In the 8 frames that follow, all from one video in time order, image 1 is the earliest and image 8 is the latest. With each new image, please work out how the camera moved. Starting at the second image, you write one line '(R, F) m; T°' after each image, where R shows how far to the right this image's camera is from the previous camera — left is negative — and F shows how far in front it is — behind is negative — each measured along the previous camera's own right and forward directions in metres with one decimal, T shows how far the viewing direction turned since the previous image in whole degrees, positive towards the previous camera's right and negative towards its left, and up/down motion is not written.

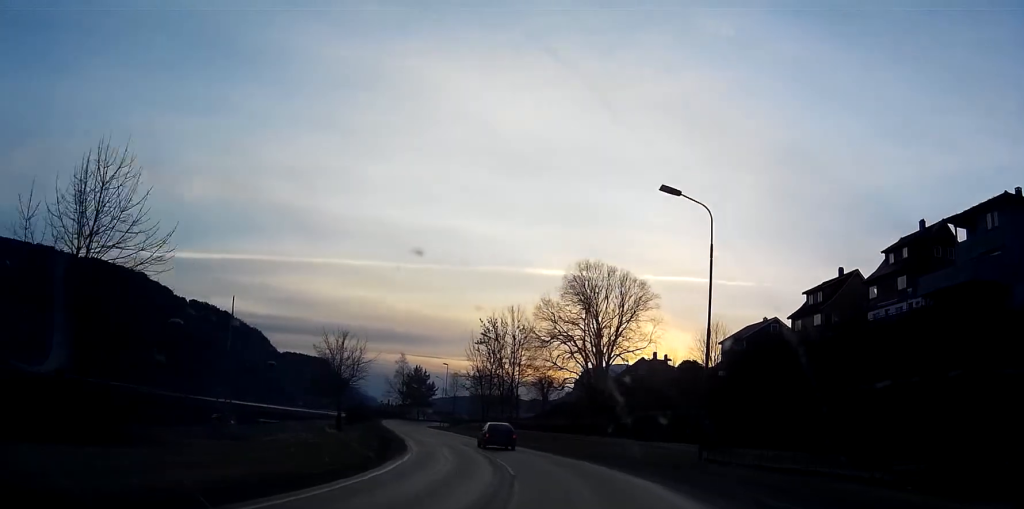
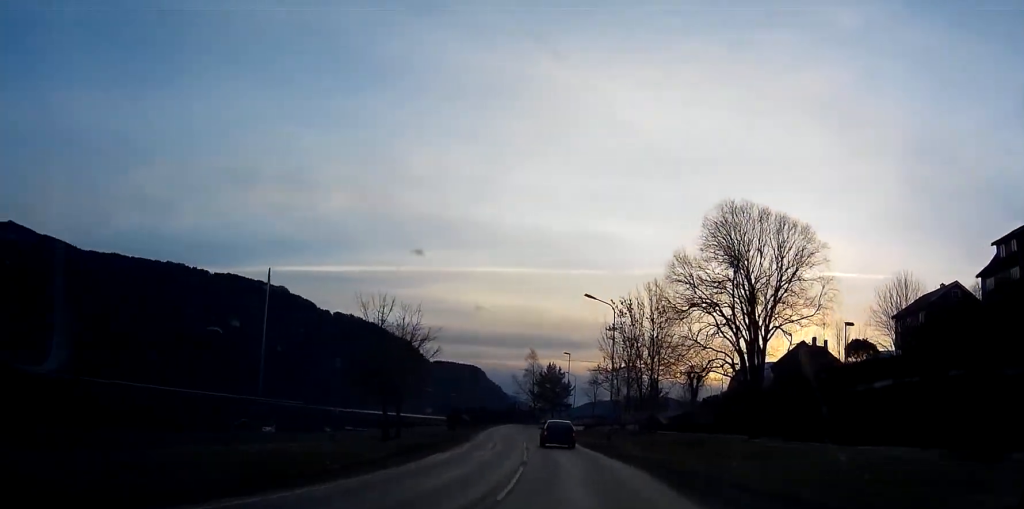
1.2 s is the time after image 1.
(-1.6, +18.8) m; -10°
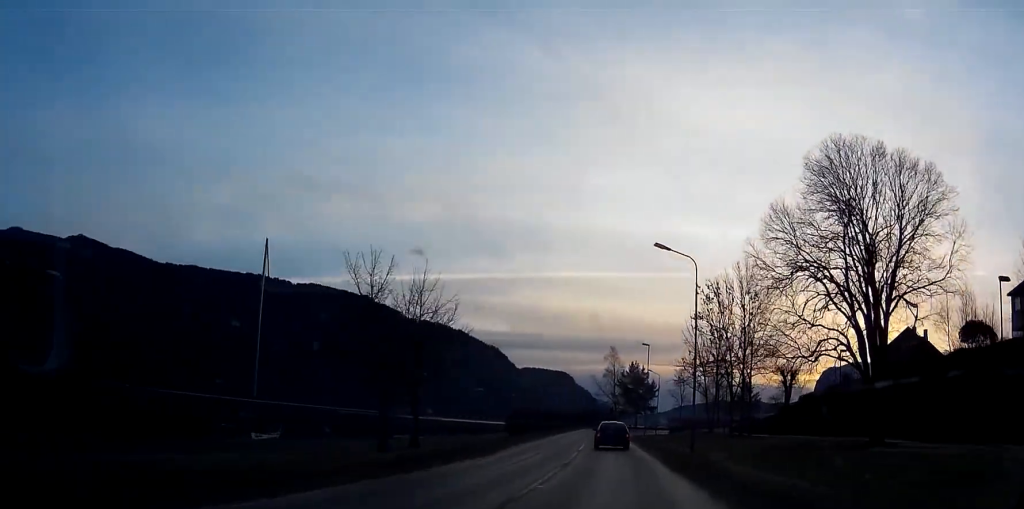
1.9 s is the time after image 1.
(-0.6, +12.3) m; -6°
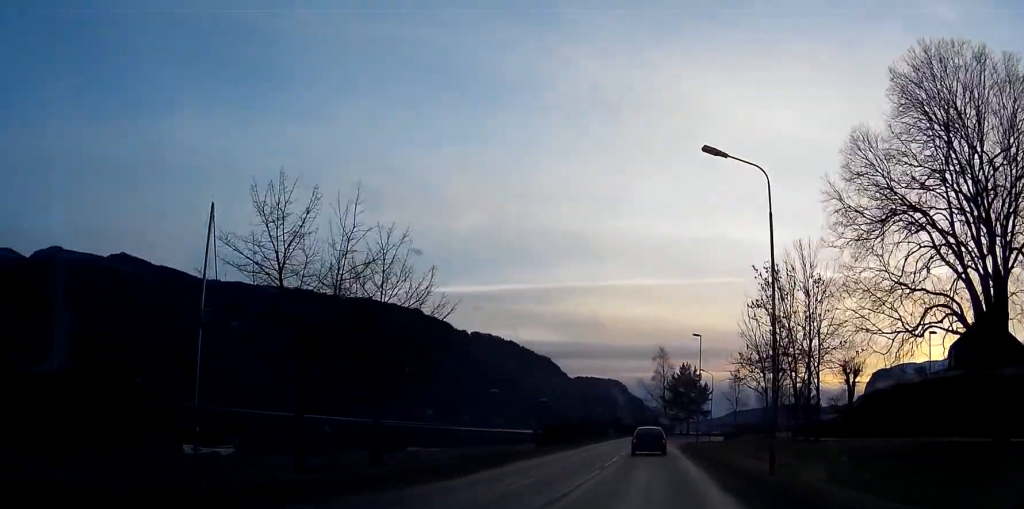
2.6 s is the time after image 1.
(-0.4, +11.2) m; -4°
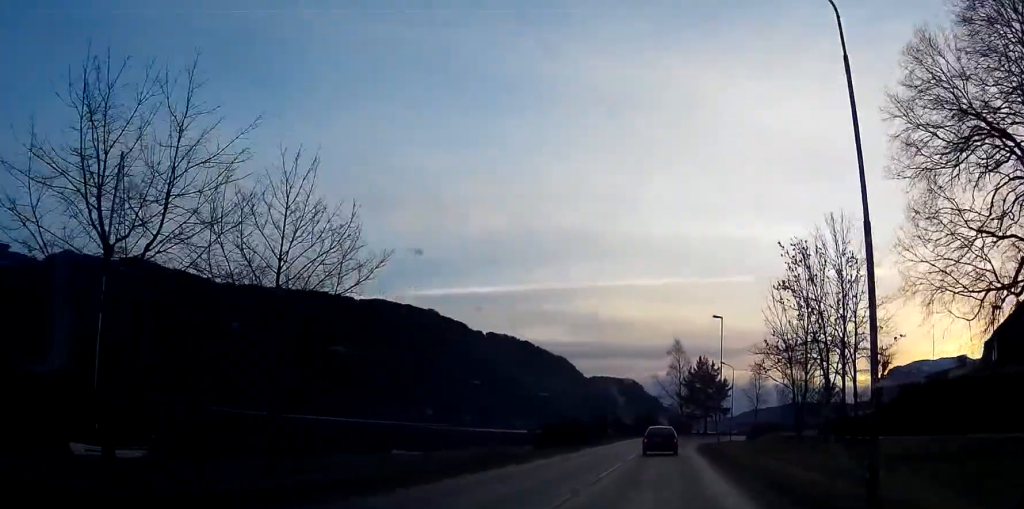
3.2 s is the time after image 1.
(-0.3, +8.6) m; -2°
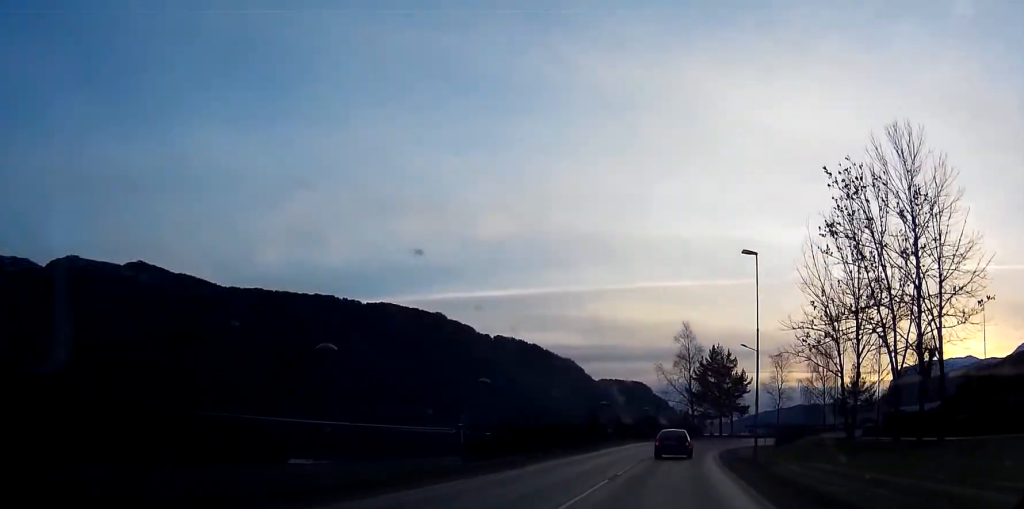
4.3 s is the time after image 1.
(-0.6, +18.9) m; -2°
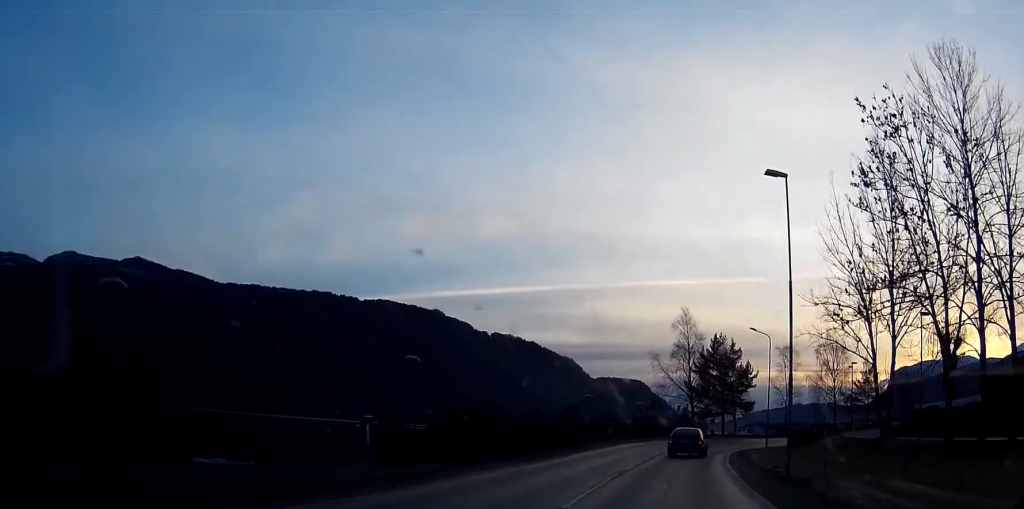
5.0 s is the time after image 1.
(0.0, +10.2) m; 0°
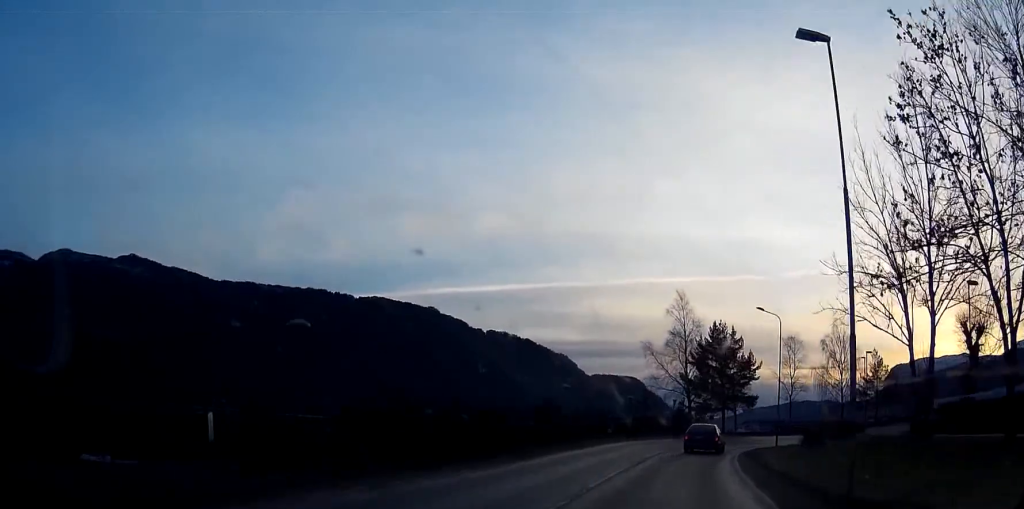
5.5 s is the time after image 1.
(0.0, +8.5) m; 0°
